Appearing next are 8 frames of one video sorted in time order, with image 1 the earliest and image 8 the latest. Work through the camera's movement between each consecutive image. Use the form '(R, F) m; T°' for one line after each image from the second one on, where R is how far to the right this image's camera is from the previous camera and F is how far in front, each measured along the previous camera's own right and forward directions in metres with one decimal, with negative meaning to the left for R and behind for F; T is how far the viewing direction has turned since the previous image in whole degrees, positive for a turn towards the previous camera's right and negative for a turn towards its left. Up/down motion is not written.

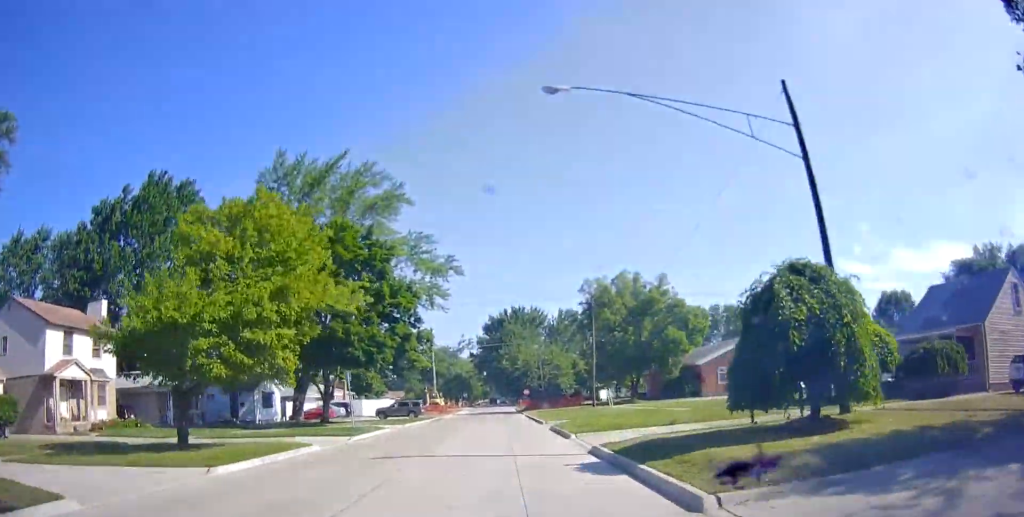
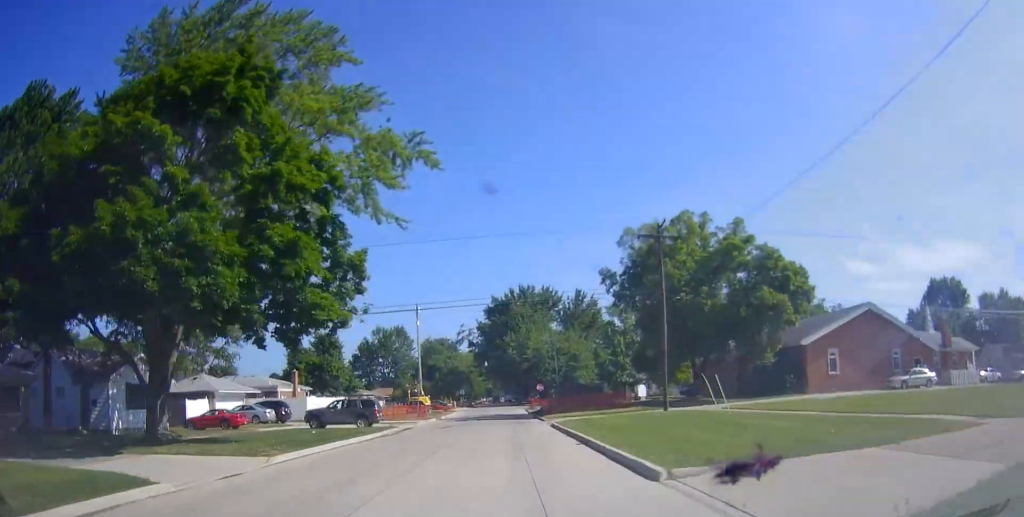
(-0.7, +22.2) m; -2°
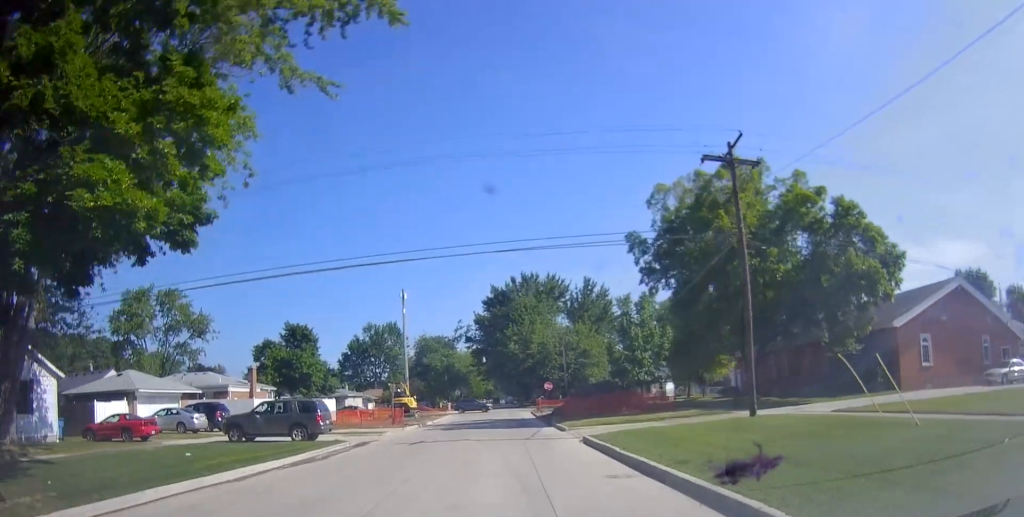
(+0.2, +11.3) m; -1°
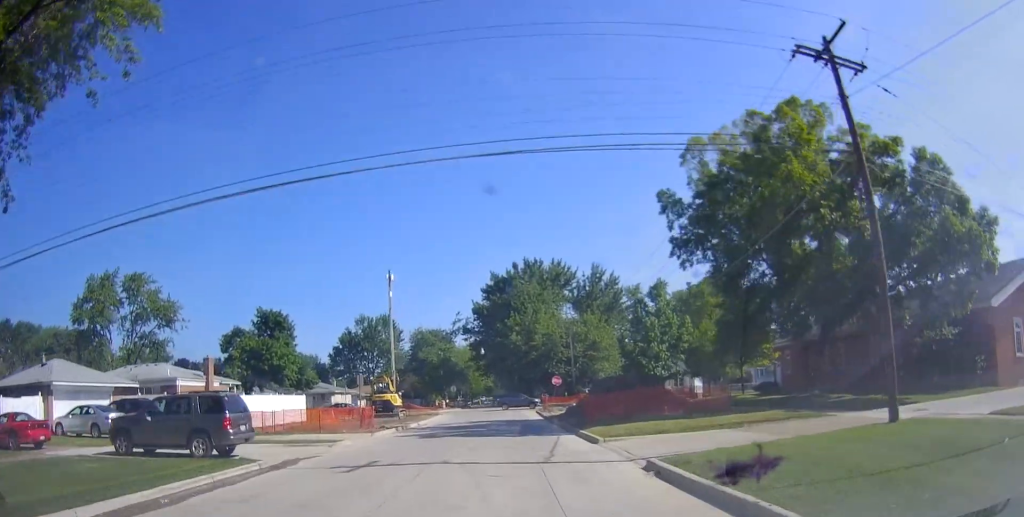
(-0.2, +8.4) m; -1°
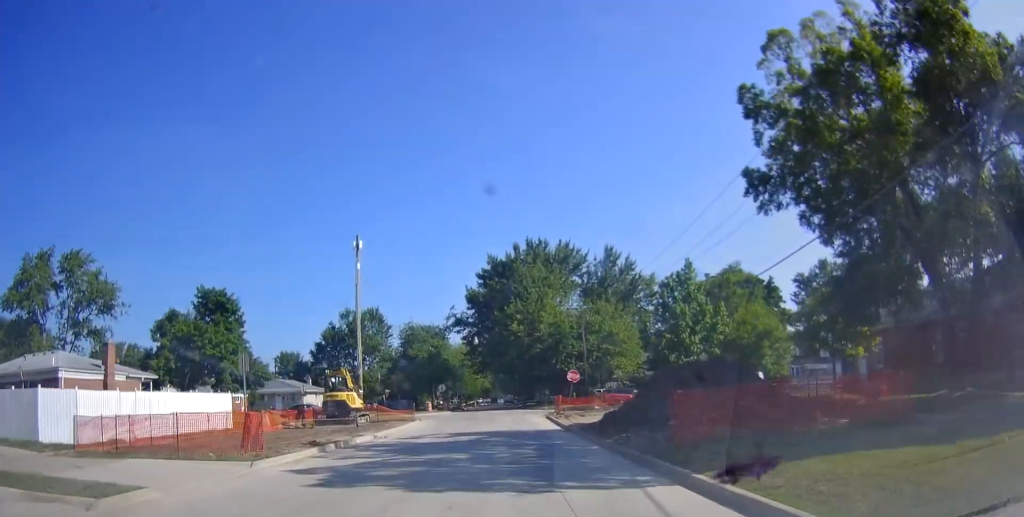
(-0.1, +12.6) m; 0°
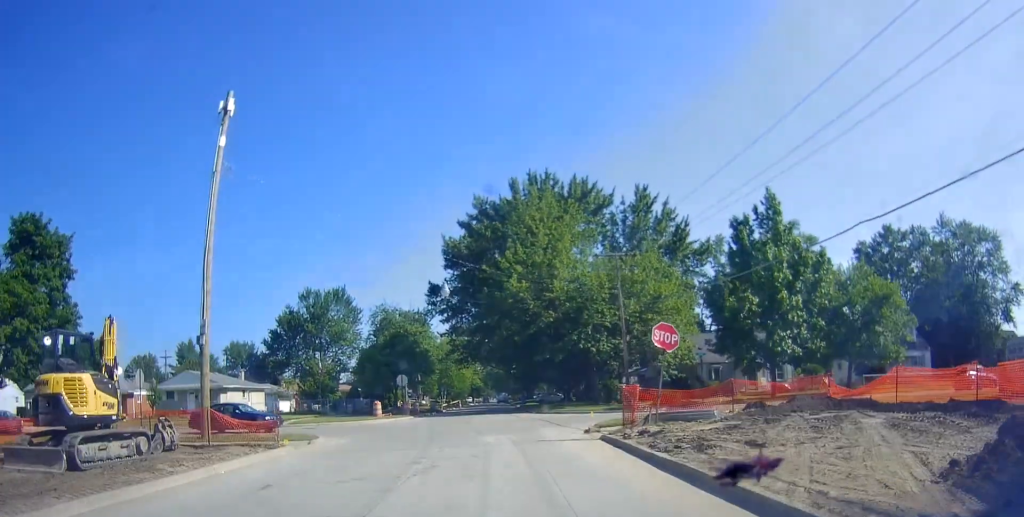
(0.0, +22.9) m; +2°
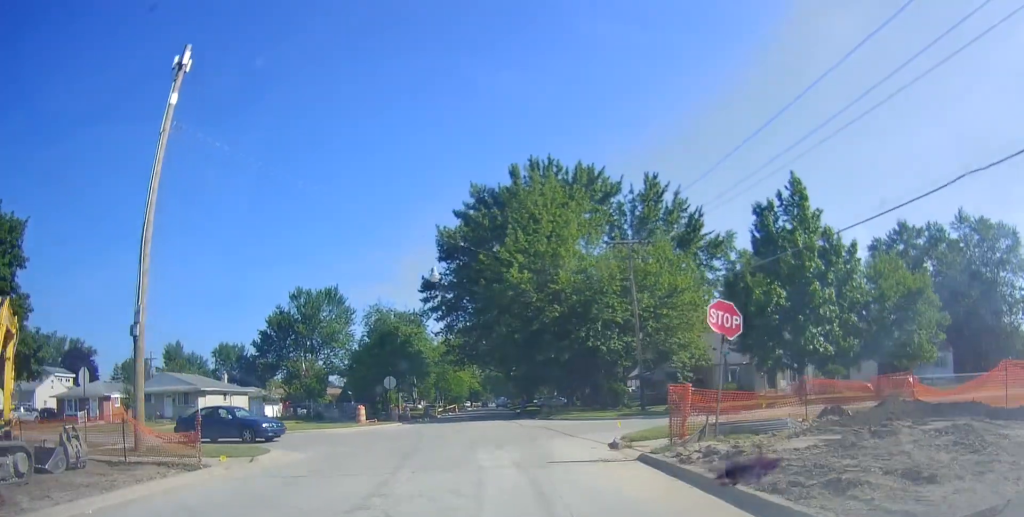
(+0.2, +5.0) m; +2°
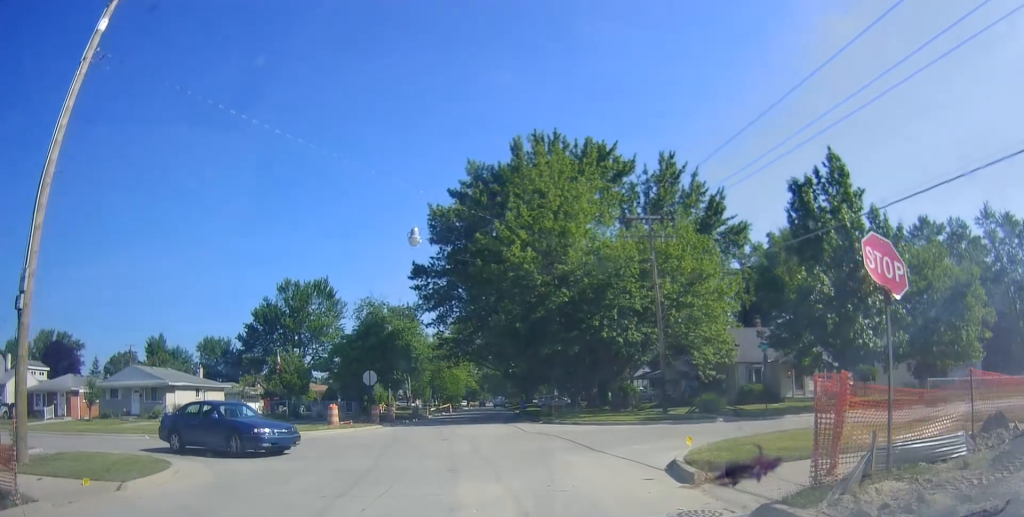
(0.0, +6.2) m; 0°
